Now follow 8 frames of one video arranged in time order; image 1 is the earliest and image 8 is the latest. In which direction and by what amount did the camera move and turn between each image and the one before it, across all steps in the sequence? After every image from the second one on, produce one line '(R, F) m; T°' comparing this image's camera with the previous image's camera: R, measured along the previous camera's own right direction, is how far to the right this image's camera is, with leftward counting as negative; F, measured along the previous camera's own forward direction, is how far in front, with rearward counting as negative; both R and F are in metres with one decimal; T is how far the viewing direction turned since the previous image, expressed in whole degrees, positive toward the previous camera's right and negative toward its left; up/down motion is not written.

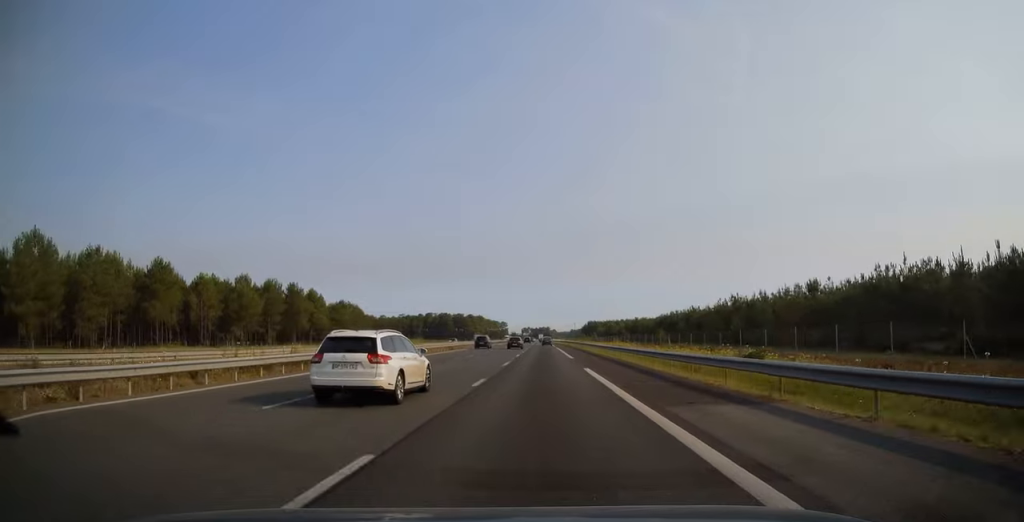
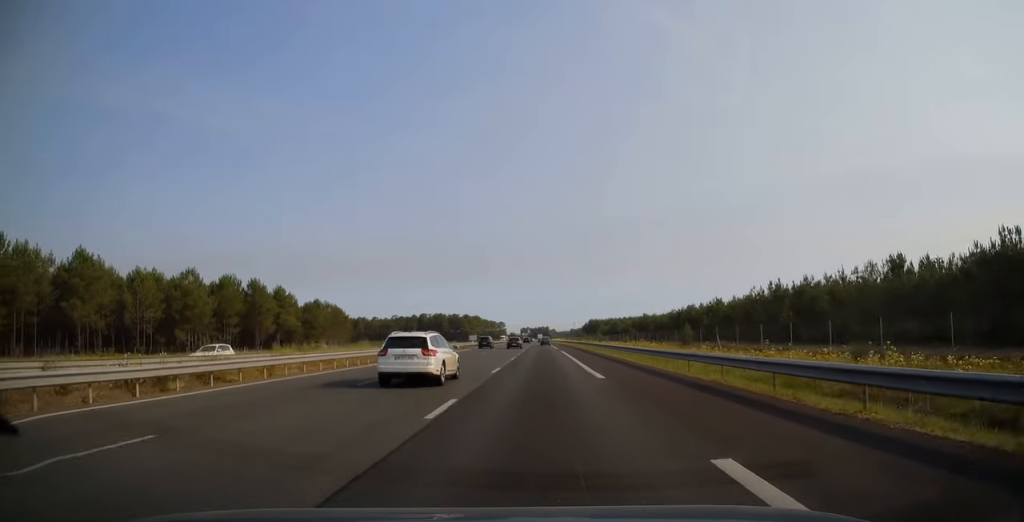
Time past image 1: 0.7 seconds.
(0.0, +19.6) m; 0°
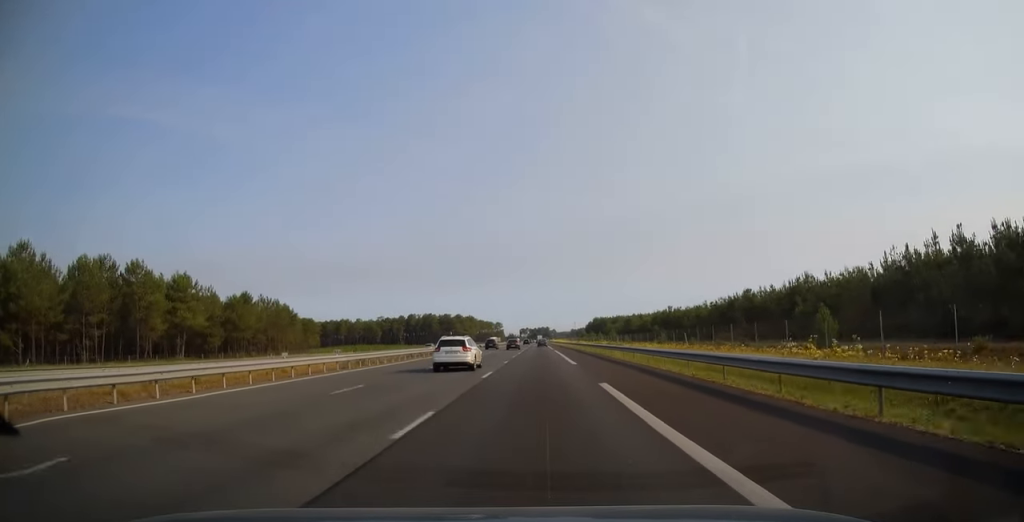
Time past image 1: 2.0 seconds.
(-0.2, +40.7) m; 0°
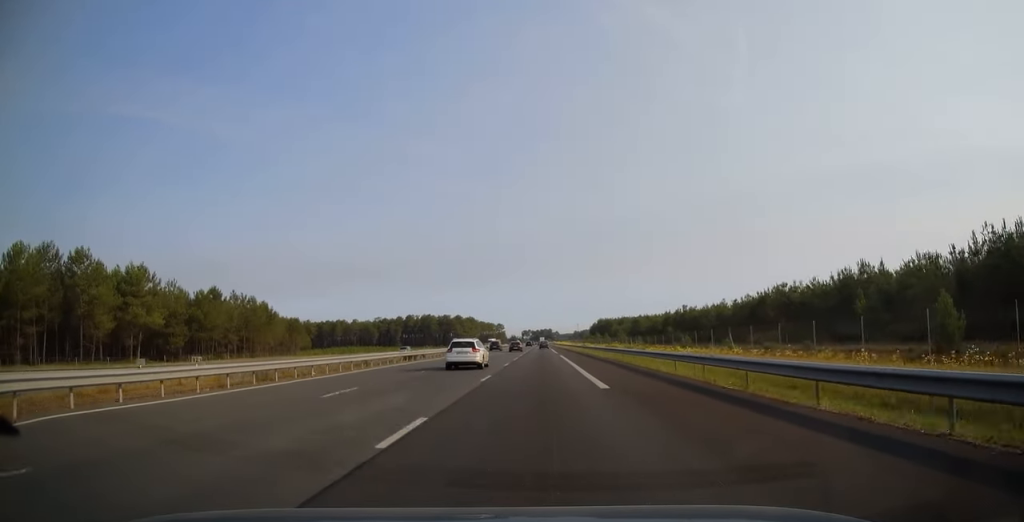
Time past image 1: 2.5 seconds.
(0.0, +13.8) m; 0°
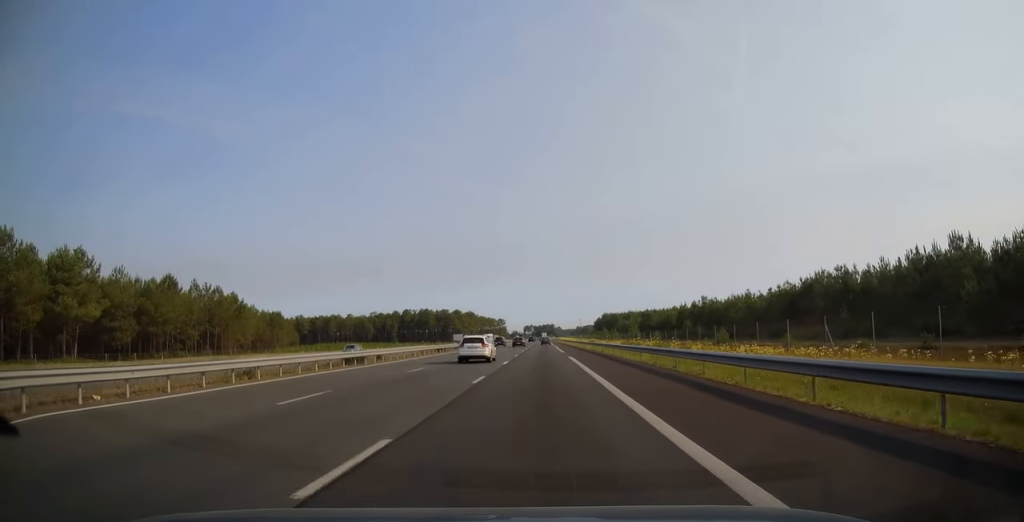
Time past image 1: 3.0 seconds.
(0.0, +15.7) m; 0°
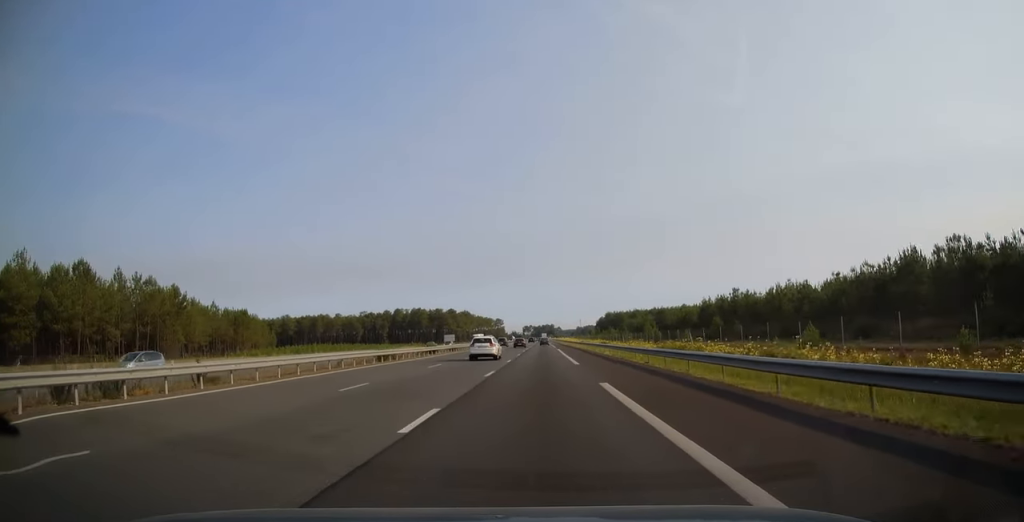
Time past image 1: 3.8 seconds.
(0.0, +22.1) m; 0°
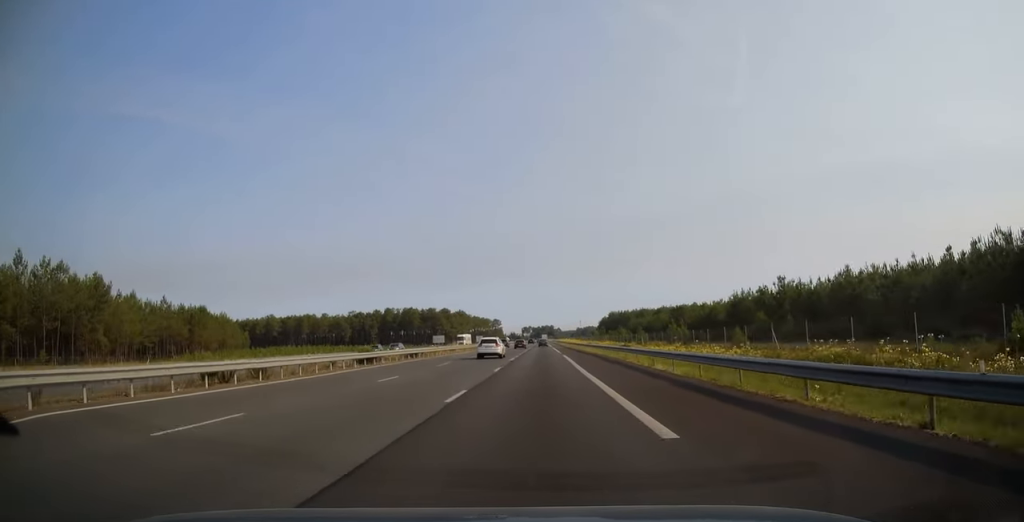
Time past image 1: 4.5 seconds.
(+0.1, +21.7) m; 0°
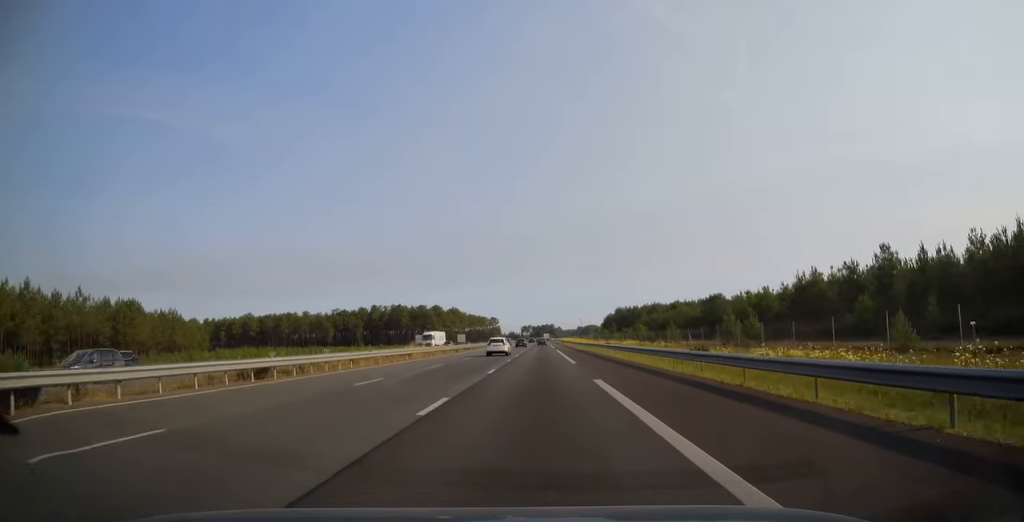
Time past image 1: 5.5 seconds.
(-0.1, +28.6) m; 0°
